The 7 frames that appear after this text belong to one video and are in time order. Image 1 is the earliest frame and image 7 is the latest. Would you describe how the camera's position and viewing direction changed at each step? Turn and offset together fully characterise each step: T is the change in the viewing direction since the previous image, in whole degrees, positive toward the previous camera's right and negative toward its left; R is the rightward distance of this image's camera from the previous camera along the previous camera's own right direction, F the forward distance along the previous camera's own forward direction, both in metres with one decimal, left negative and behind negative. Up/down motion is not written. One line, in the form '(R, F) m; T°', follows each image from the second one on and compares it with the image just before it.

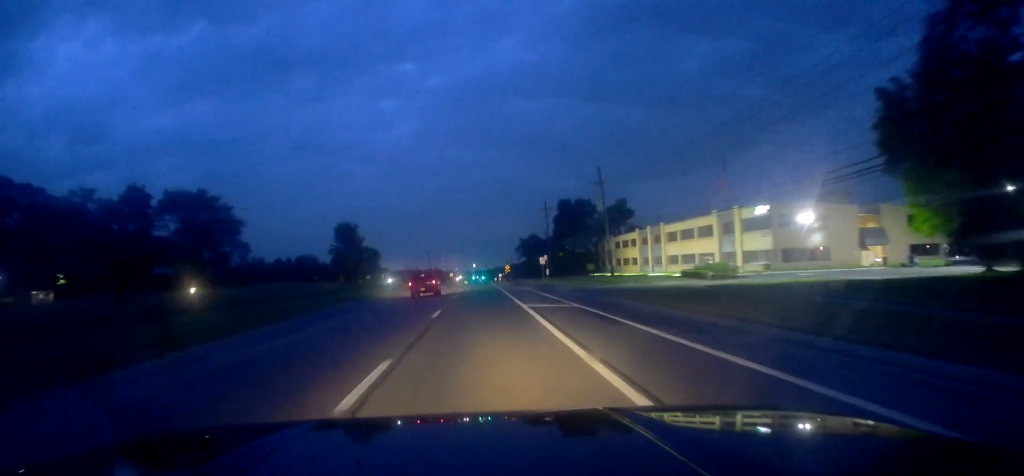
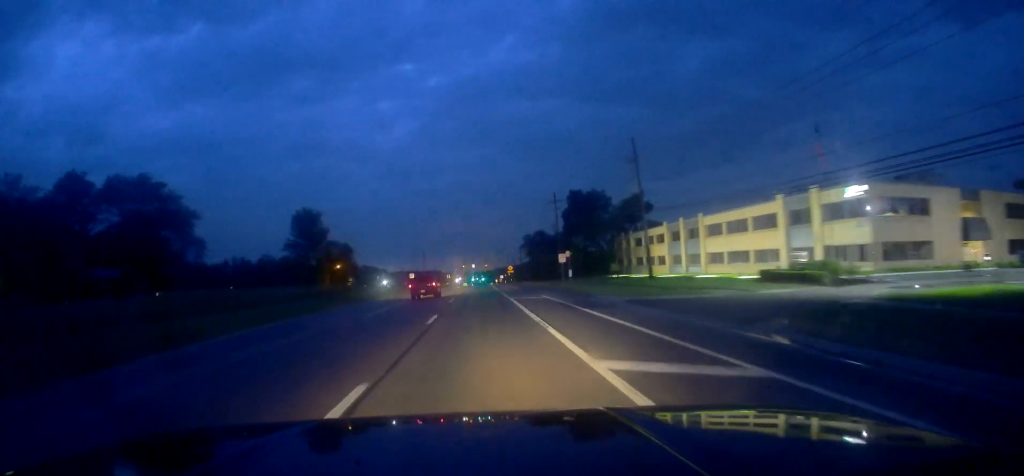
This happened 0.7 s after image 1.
(-0.2, +17.1) m; 0°
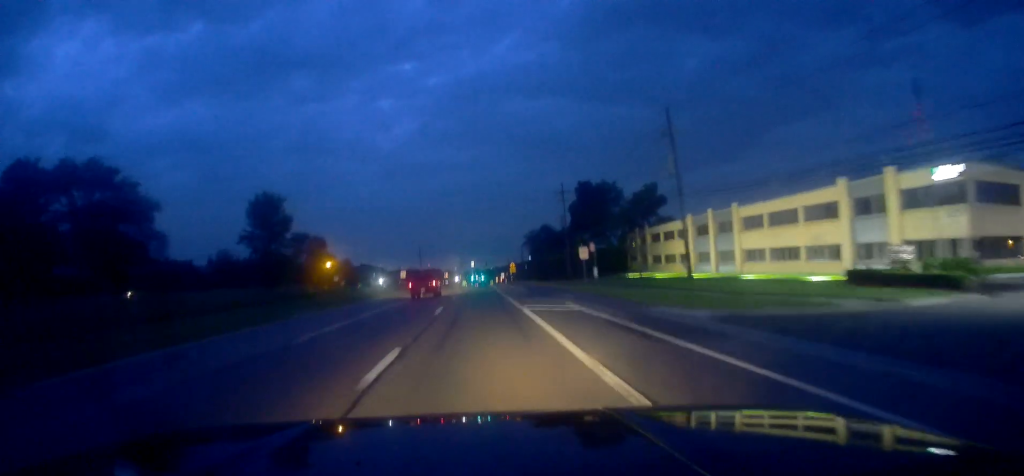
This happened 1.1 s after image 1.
(-0.3, +11.1) m; 0°
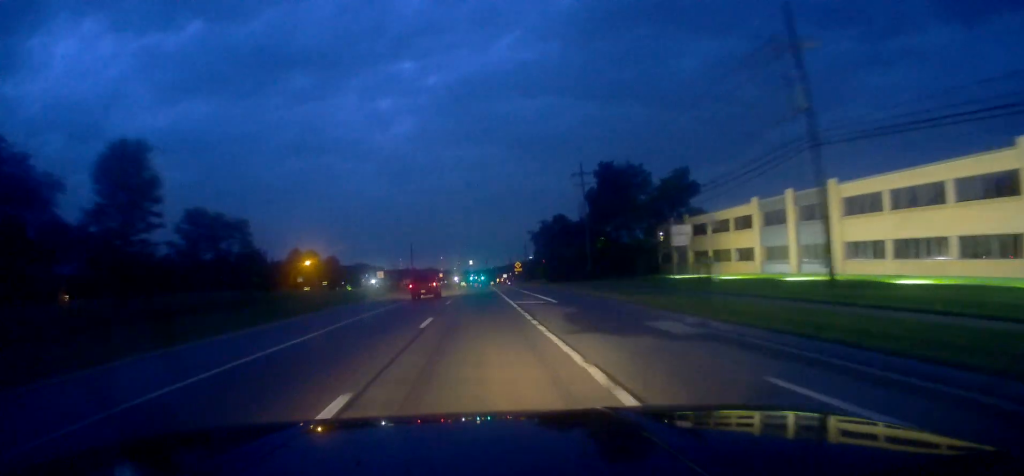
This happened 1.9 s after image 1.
(+0.4, +20.4) m; +1°
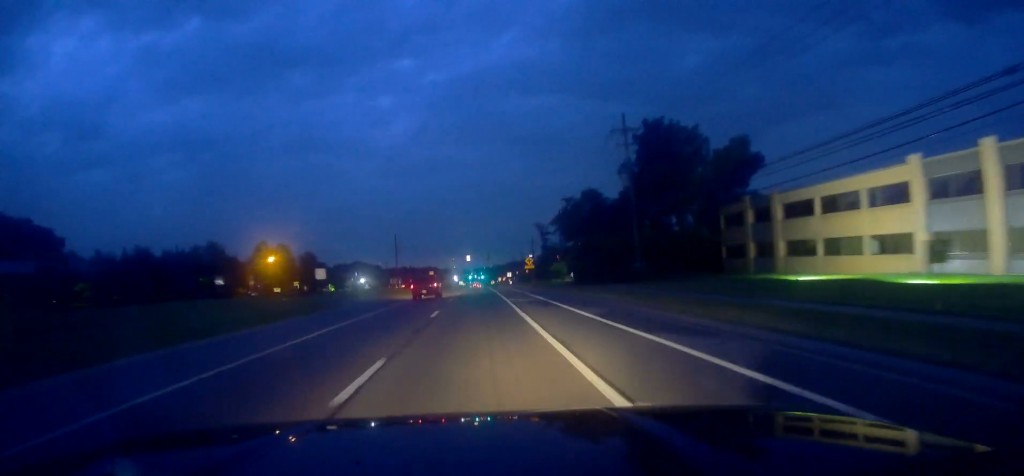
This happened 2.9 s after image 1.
(+0.1, +26.2) m; 0°
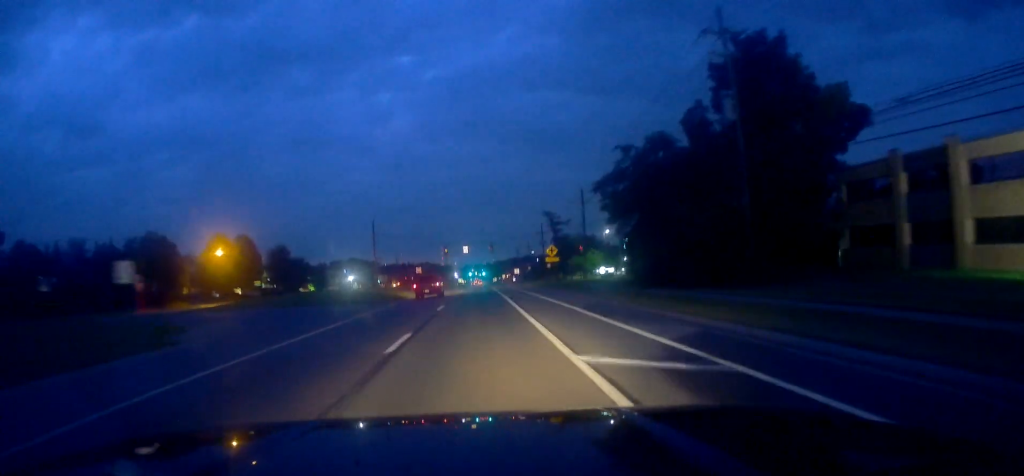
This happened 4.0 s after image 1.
(-0.3, +26.1) m; -1°
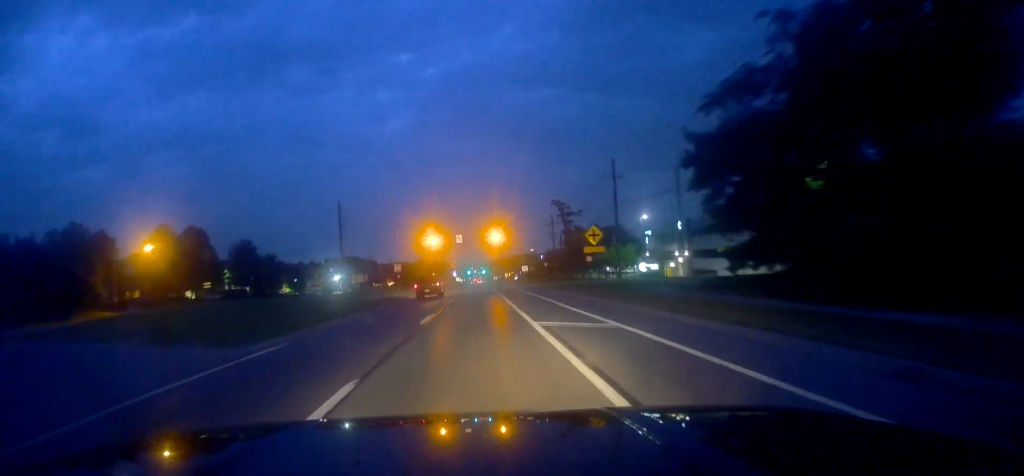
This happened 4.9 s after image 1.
(-0.2, +22.6) m; +1°
